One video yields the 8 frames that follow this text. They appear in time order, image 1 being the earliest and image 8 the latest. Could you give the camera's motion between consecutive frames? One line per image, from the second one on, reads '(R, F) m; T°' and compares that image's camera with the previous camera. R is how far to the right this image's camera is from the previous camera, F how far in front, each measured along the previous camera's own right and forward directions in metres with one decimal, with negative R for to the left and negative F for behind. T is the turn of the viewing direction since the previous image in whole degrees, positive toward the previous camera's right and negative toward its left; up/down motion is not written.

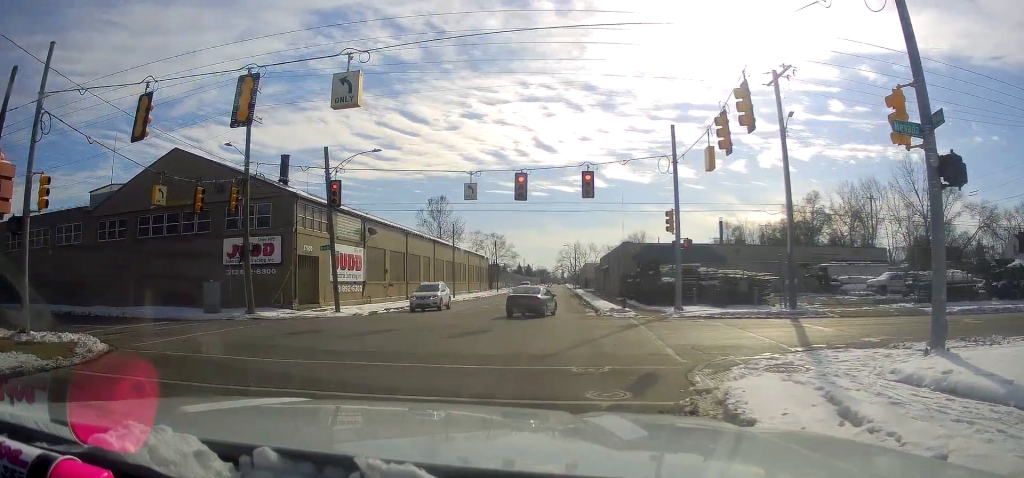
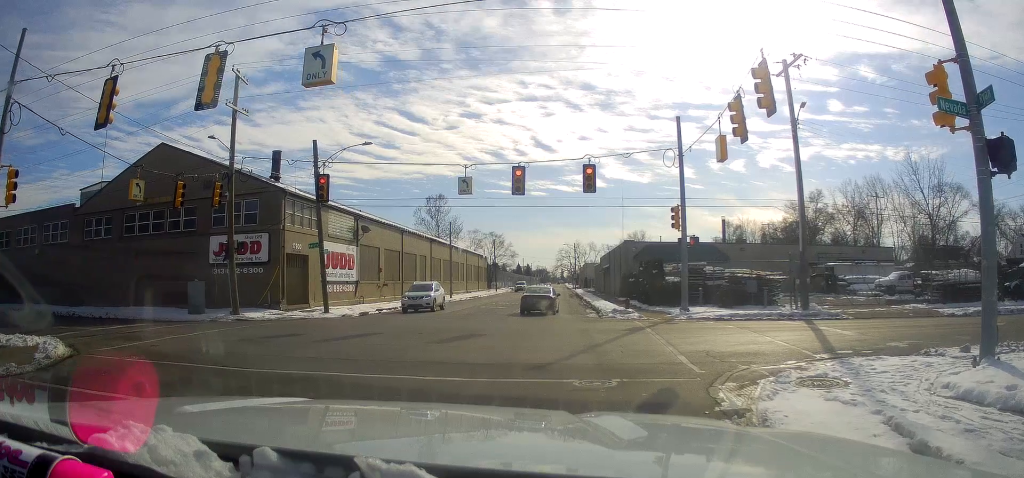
(0.0, +1.8) m; 0°
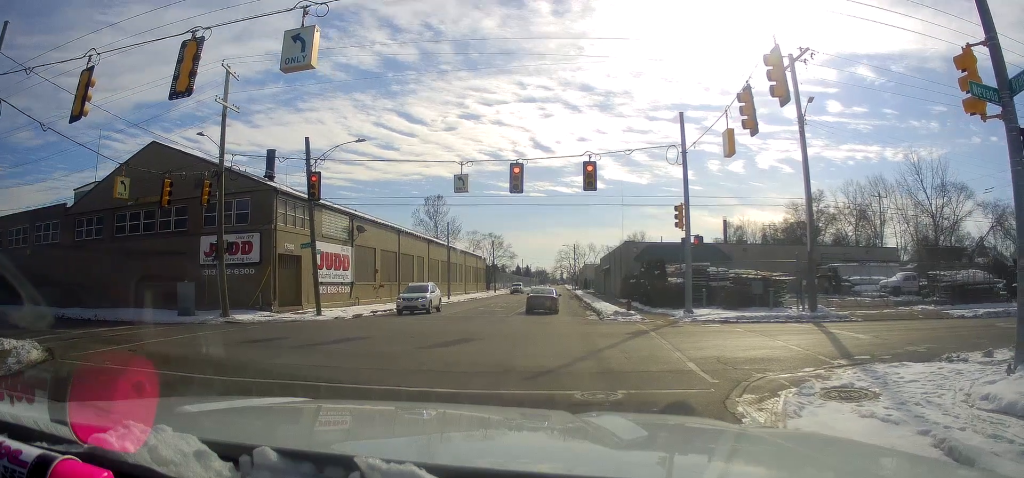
(0.0, +1.2) m; 0°
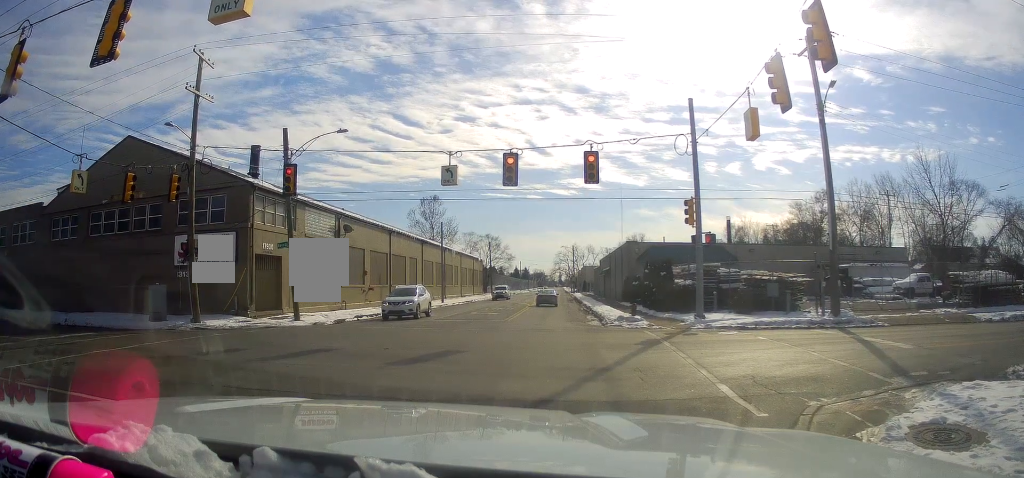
(0.0, +1.9) m; 0°
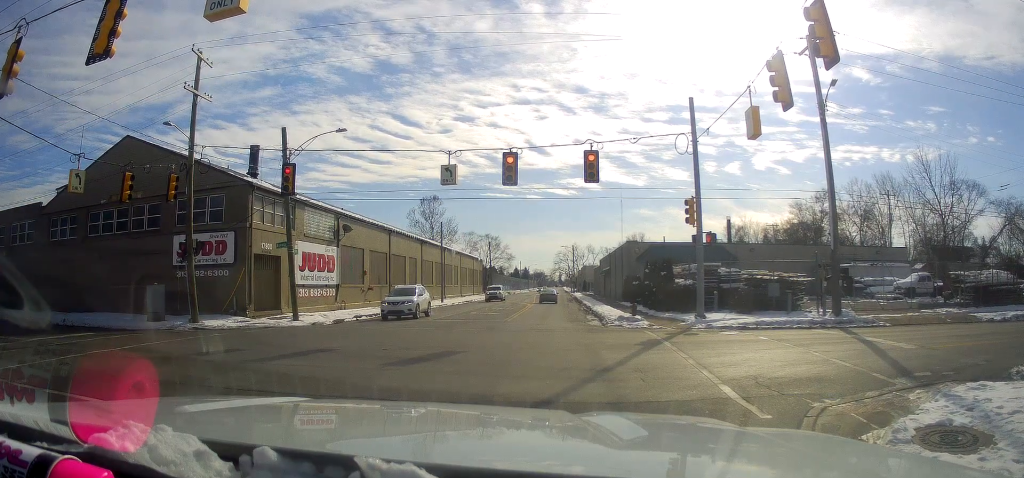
(0.0, 0.0) m; 0°
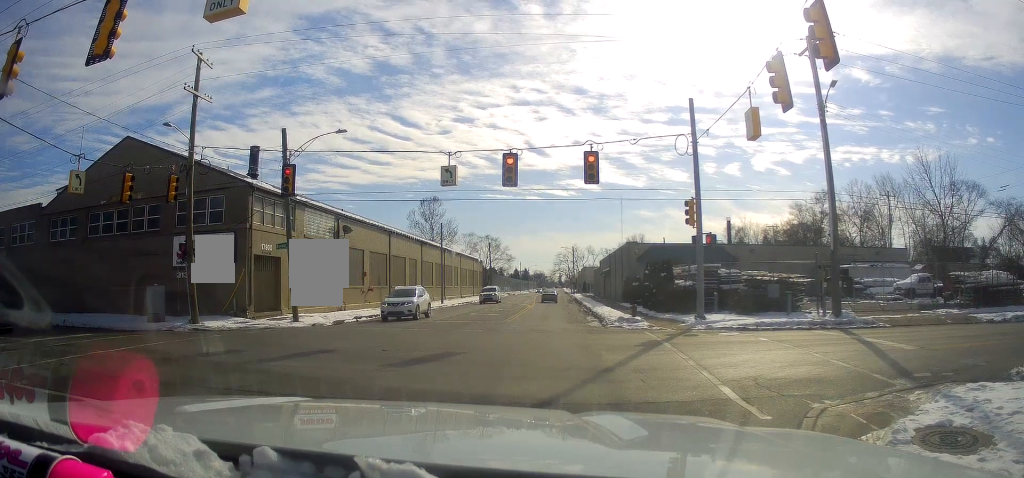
(0.0, 0.0) m; 0°
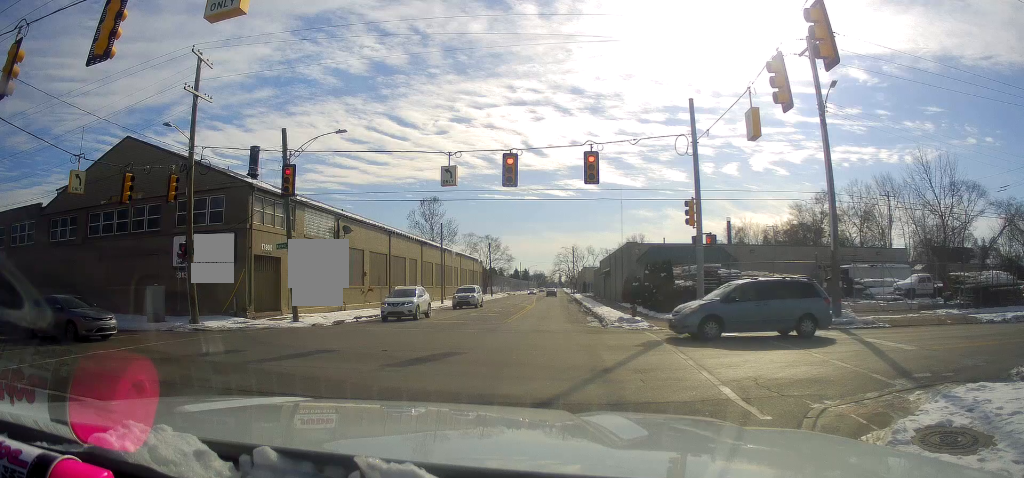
(0.0, 0.0) m; 0°
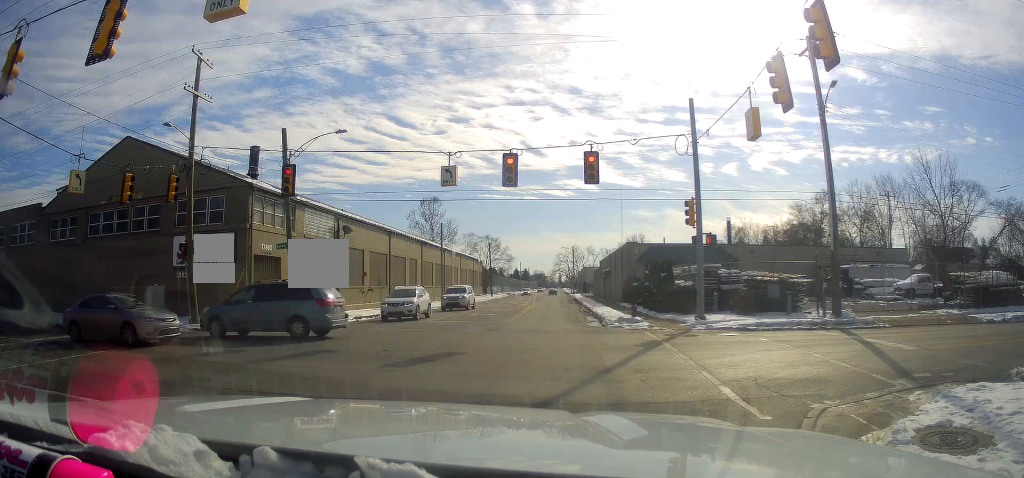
(0.0, 0.0) m; 0°
